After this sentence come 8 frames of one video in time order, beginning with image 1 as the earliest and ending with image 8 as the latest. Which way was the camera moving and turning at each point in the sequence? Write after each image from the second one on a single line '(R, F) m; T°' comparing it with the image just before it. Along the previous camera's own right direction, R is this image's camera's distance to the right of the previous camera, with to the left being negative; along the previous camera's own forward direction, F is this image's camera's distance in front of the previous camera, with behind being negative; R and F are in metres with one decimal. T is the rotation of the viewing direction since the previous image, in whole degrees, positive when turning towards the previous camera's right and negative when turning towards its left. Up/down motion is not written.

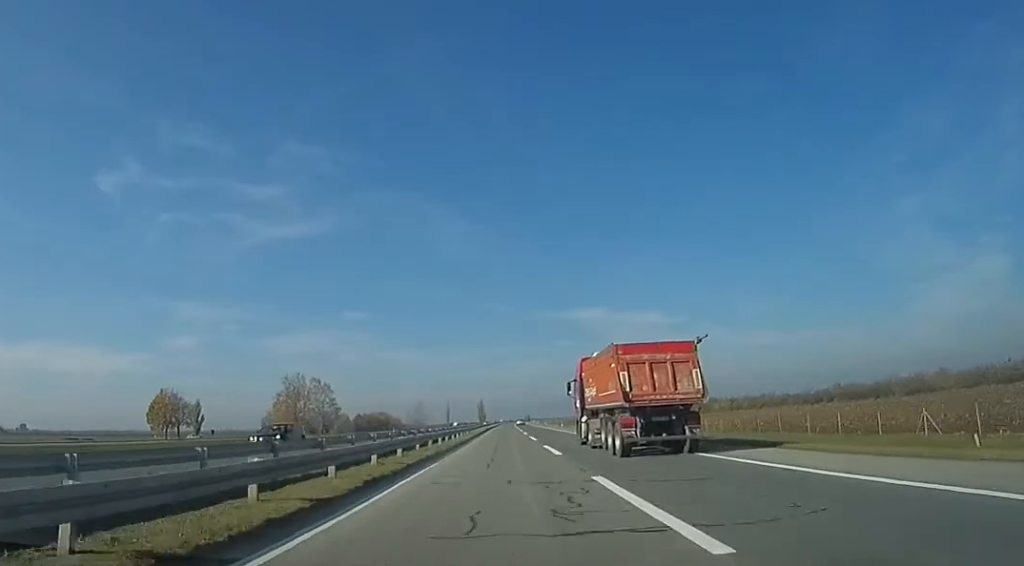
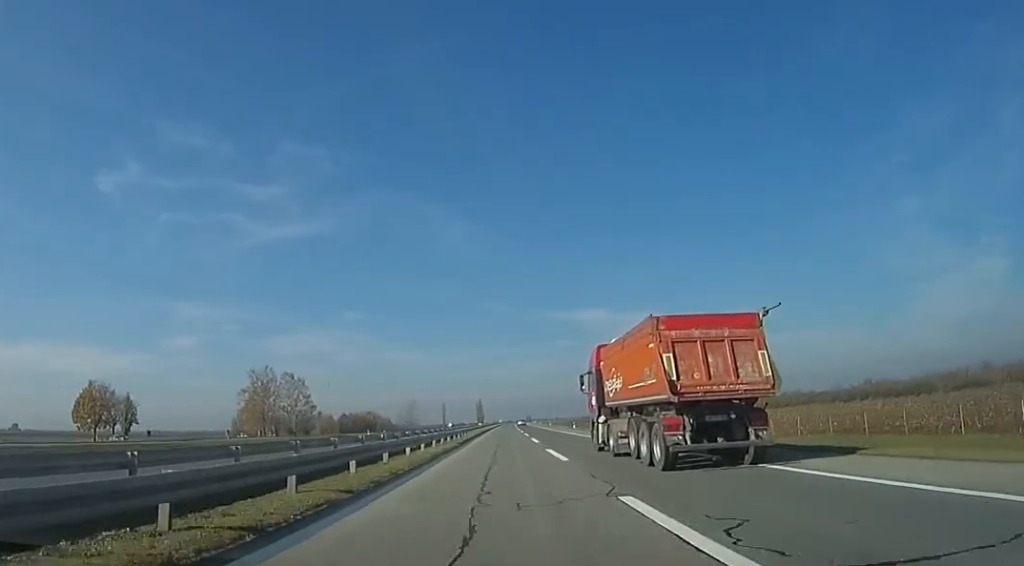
(0.0, +18.5) m; 0°
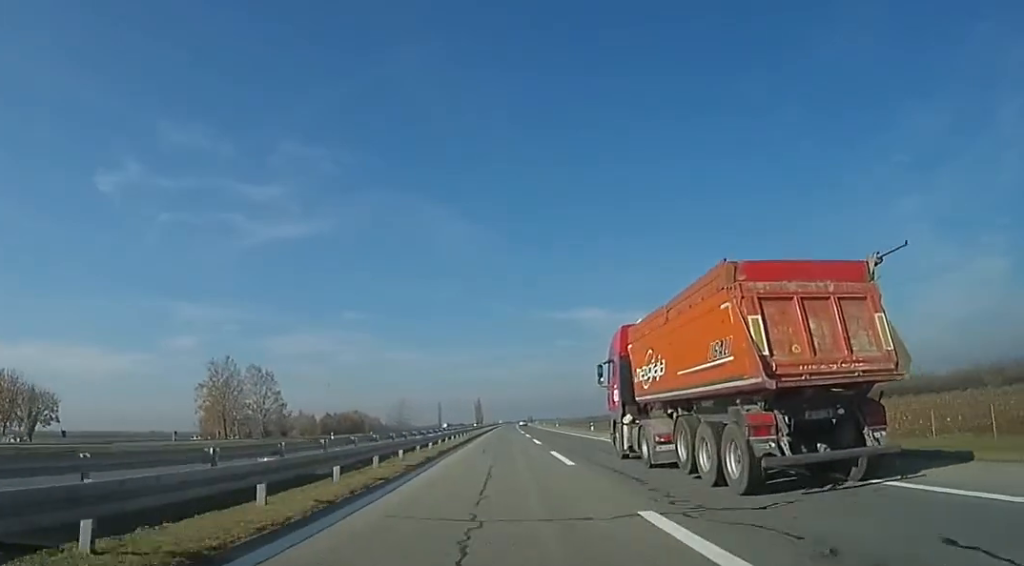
(0.0, +17.4) m; 0°
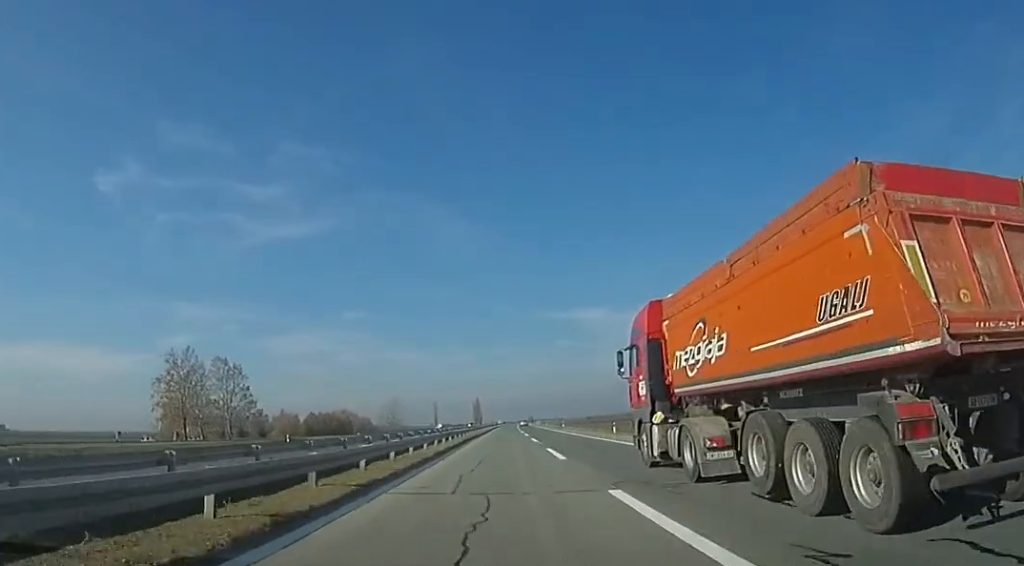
(0.0, +13.6) m; 0°
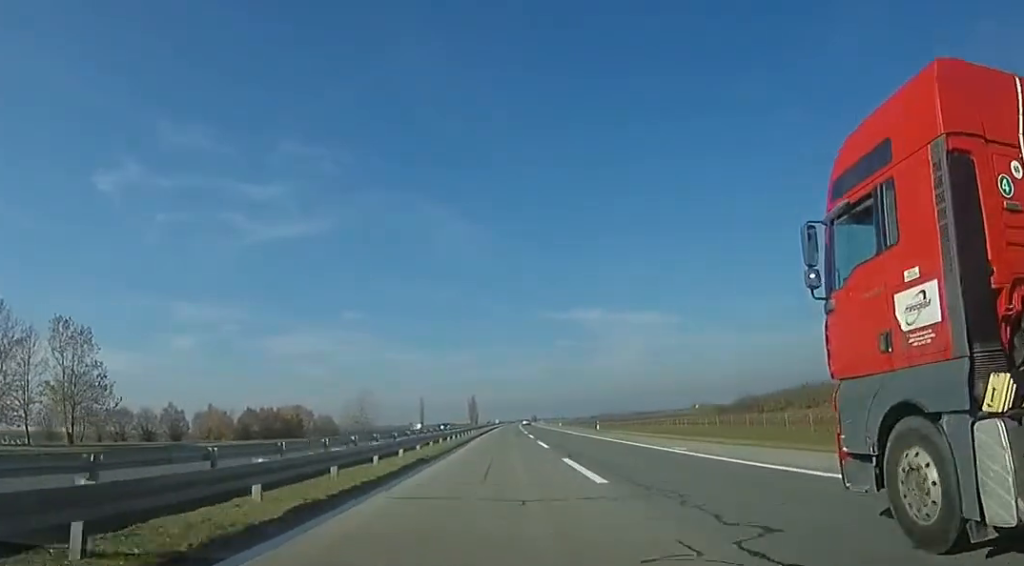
(0.0, +38.6) m; 0°
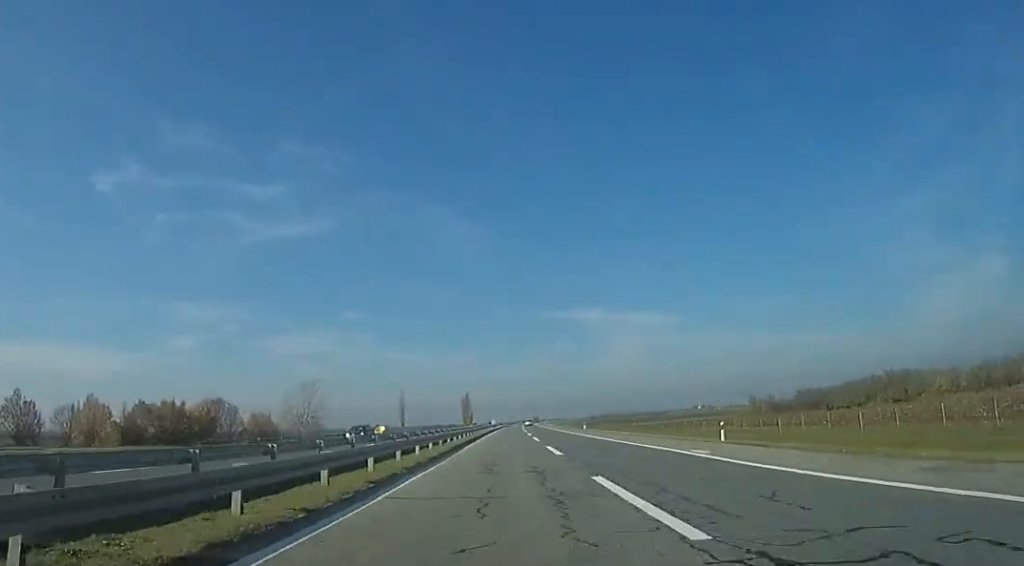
(0.0, +36.9) m; +2°
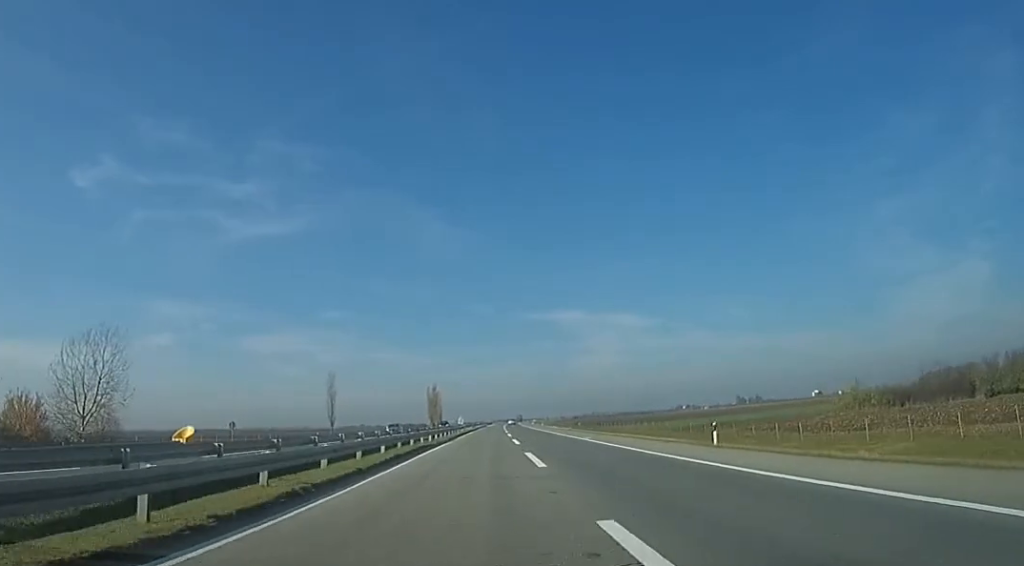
(+1.5, +52.8) m; +1°
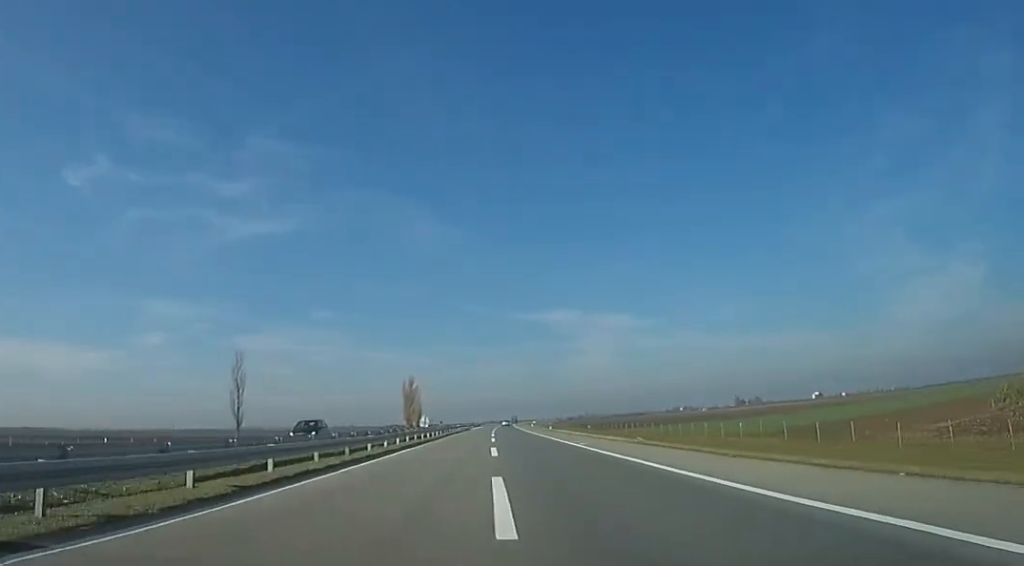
(-0.9, +40.5) m; -2°
